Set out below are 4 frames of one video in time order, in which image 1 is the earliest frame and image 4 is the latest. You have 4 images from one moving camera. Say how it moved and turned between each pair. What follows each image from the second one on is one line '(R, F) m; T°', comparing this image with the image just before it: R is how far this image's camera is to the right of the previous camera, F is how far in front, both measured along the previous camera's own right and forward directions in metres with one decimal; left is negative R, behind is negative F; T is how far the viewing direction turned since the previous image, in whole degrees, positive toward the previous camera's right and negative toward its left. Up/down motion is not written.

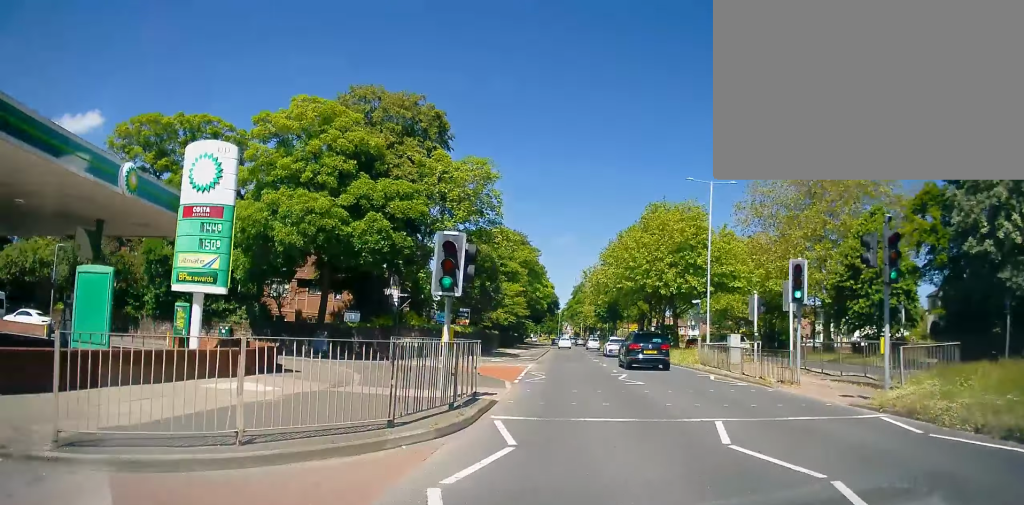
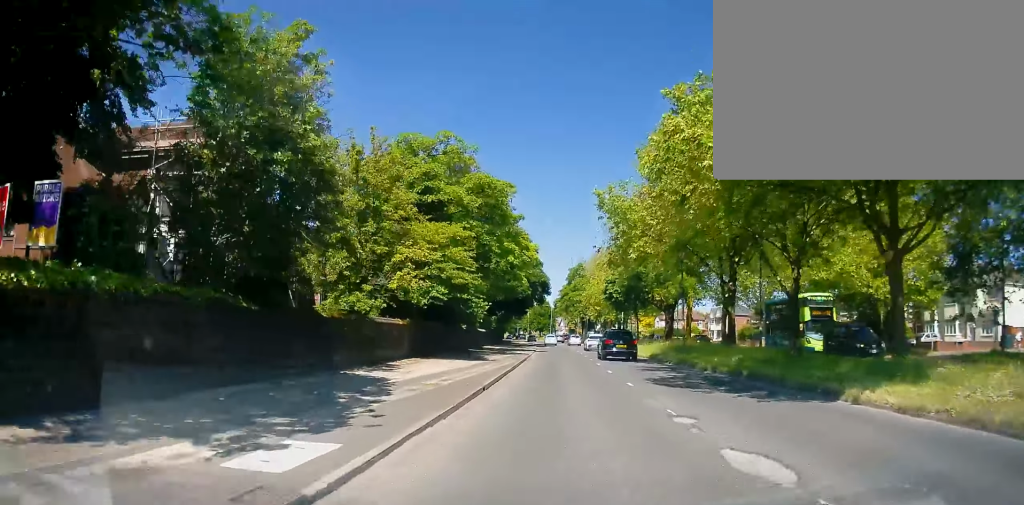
(0.0, +32.3) m; -1°
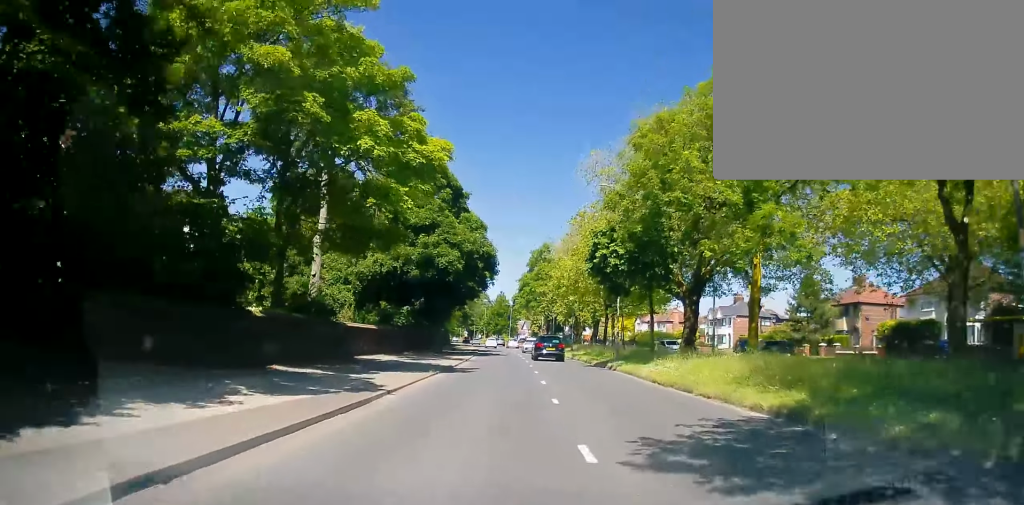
(+0.1, +26.6) m; +1°
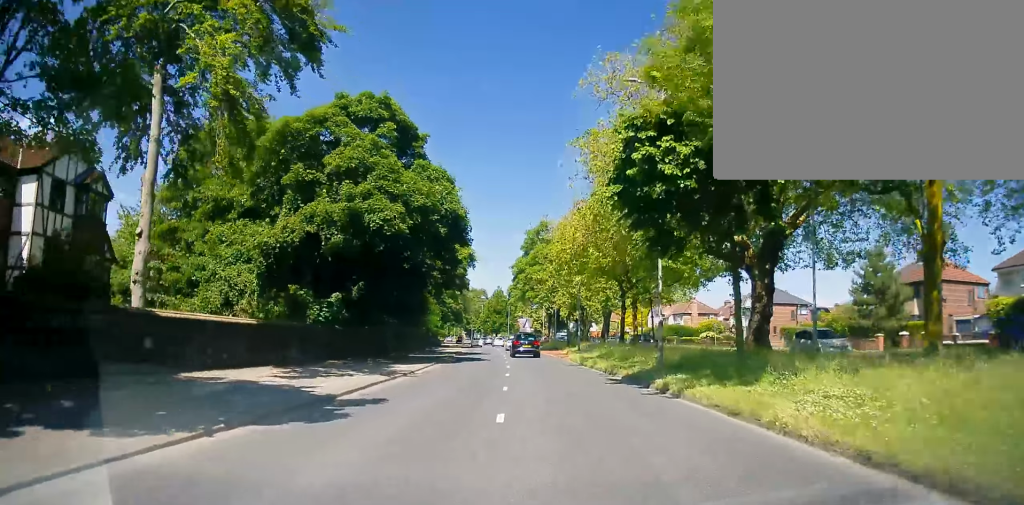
(+0.2, +14.6) m; +1°
